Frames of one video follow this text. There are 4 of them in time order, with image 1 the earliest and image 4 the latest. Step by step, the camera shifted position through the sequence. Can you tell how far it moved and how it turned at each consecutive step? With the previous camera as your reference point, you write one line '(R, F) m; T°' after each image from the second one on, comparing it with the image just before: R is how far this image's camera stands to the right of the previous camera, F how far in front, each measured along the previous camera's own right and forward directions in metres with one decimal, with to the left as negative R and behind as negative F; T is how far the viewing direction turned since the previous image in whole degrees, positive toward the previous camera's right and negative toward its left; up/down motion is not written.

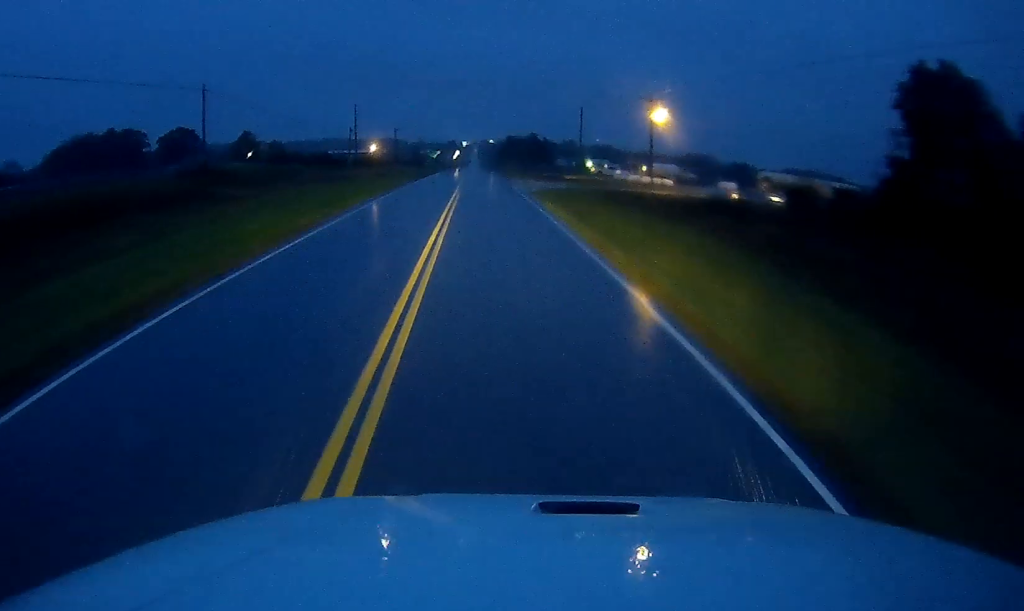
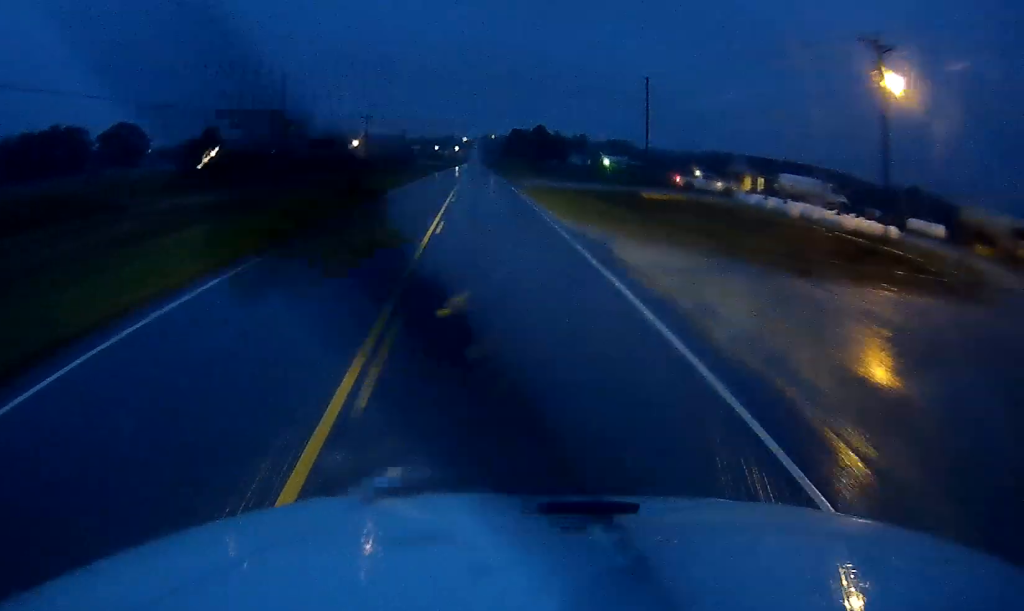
(+0.1, +46.0) m; +1°
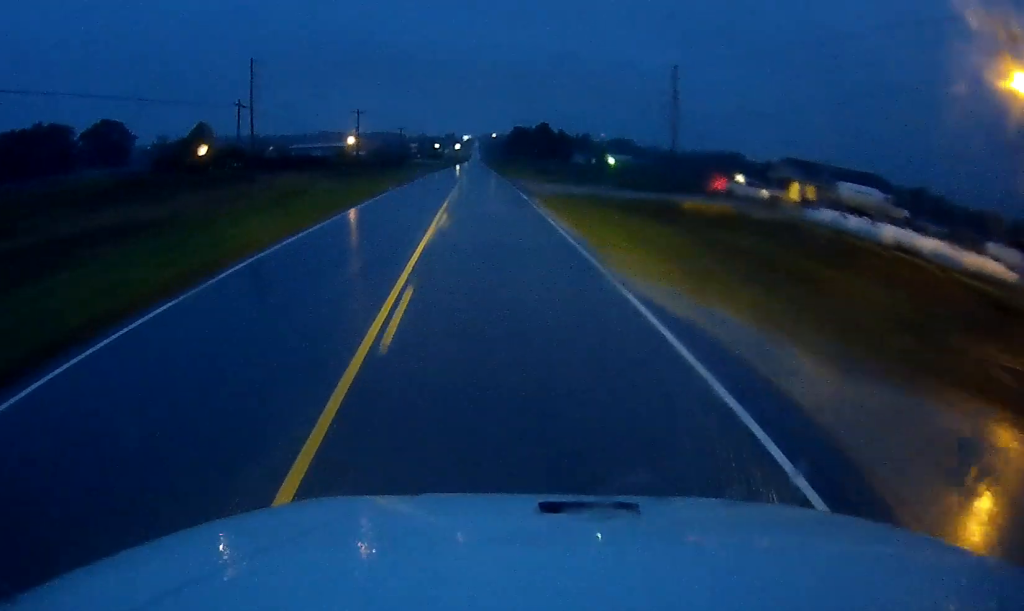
(0.0, +10.7) m; 0°
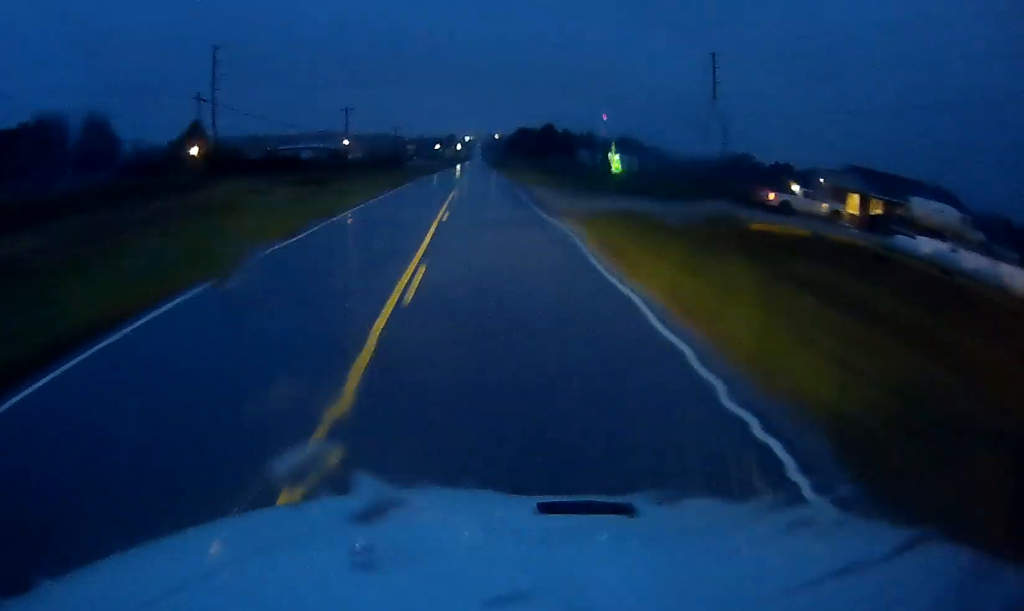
(0.0, +9.9) m; 0°
